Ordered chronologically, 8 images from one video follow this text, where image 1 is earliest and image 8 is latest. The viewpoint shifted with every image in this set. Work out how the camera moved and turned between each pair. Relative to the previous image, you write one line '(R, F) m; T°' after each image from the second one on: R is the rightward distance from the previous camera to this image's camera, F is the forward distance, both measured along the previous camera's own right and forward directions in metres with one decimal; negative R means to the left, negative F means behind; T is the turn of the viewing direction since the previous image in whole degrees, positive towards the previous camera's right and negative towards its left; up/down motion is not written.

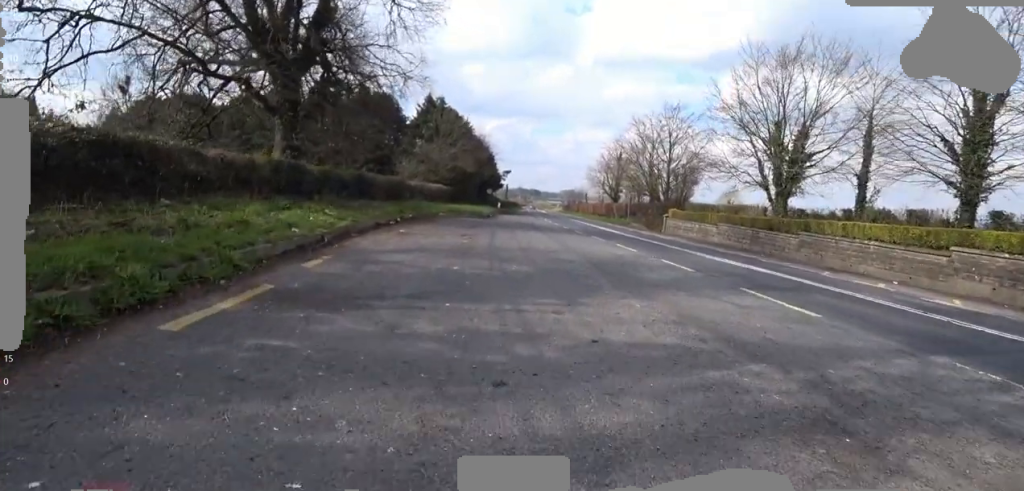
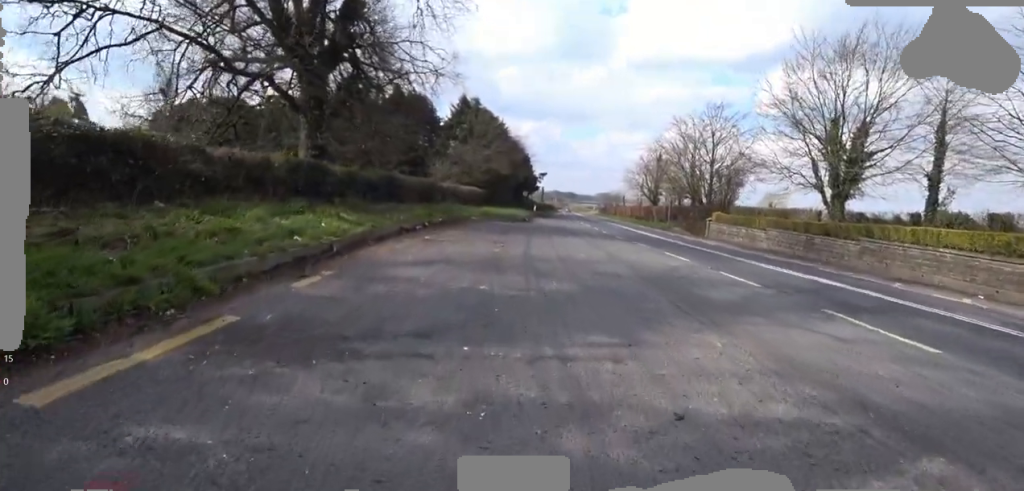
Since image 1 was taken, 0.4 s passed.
(+0.1, +1.4) m; +2°
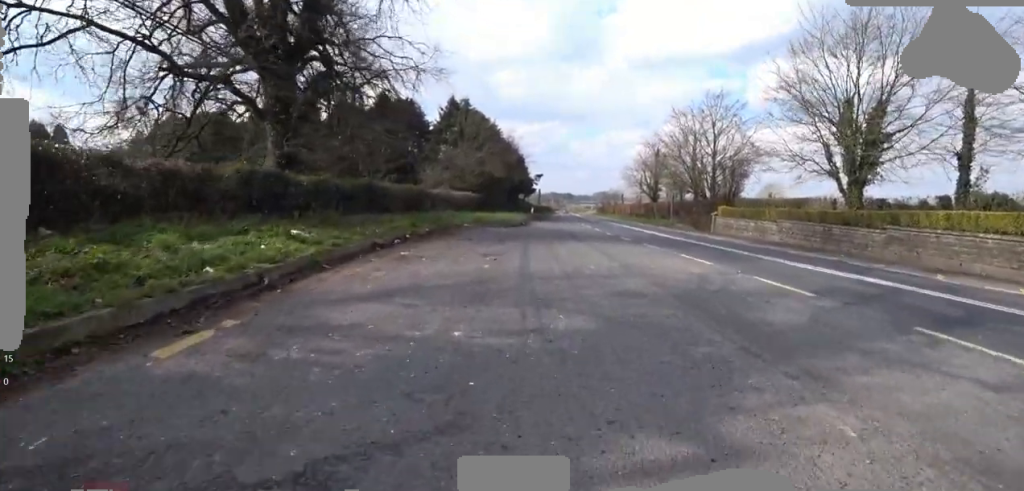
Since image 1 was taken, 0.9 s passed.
(0.0, +1.7) m; +2°
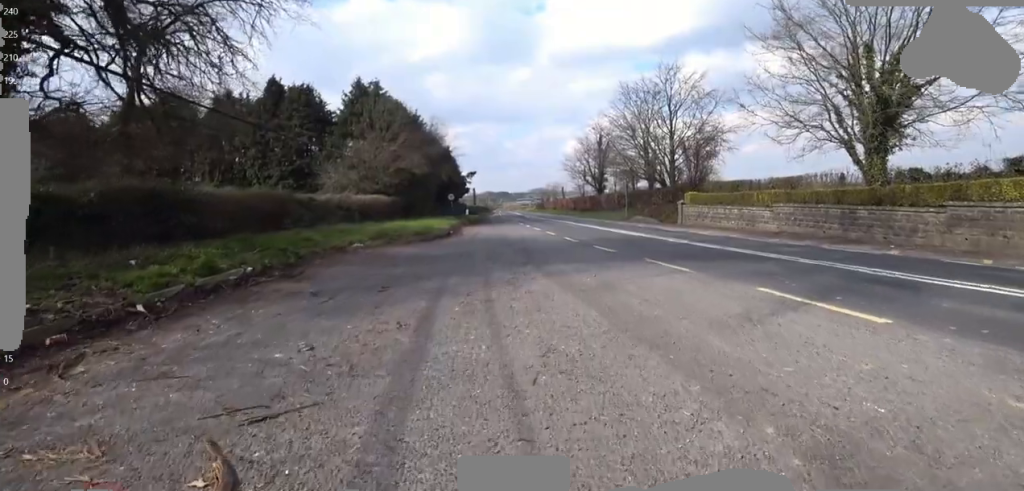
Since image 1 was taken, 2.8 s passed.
(+0.1, +7.2) m; +2°
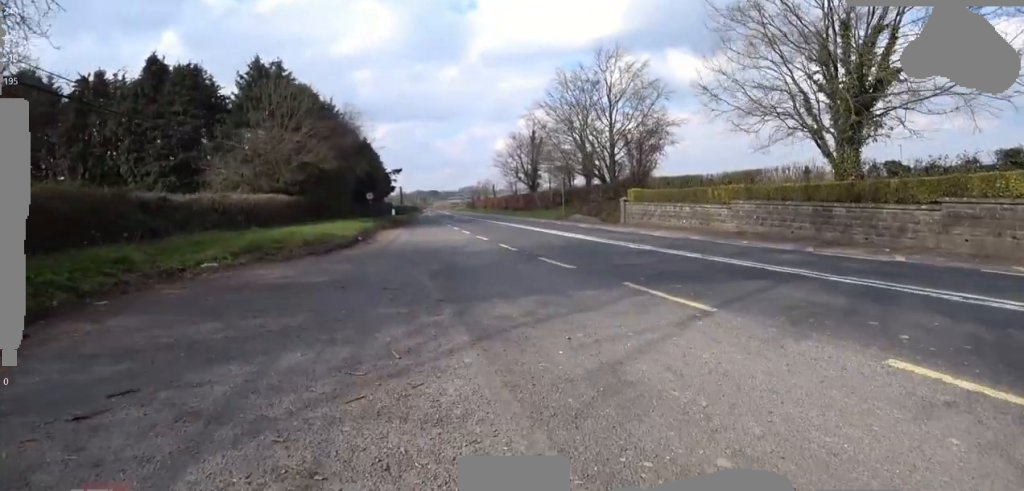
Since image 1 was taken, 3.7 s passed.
(0.0, +3.6) m; 0°
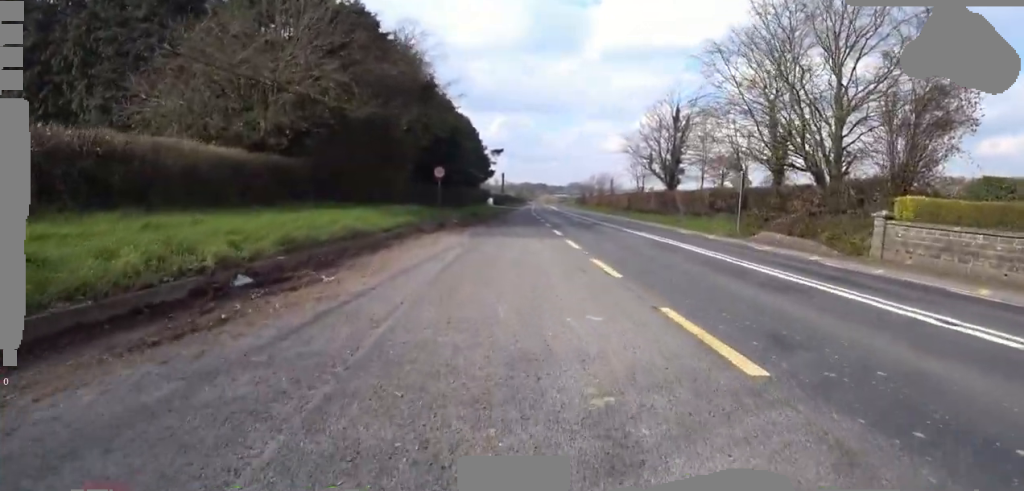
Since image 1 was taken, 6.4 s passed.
(-0.6, +13.2) m; -5°
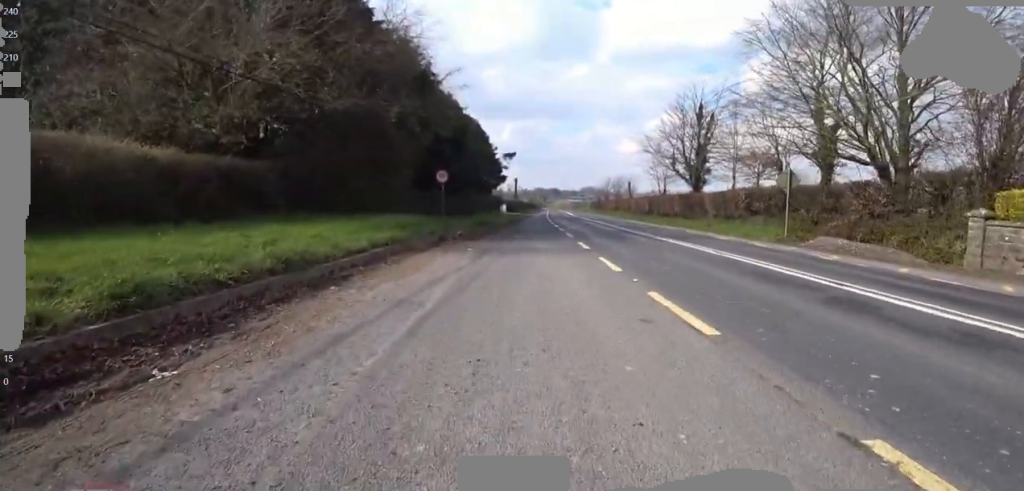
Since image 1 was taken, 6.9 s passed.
(0.0, +2.9) m; -1°
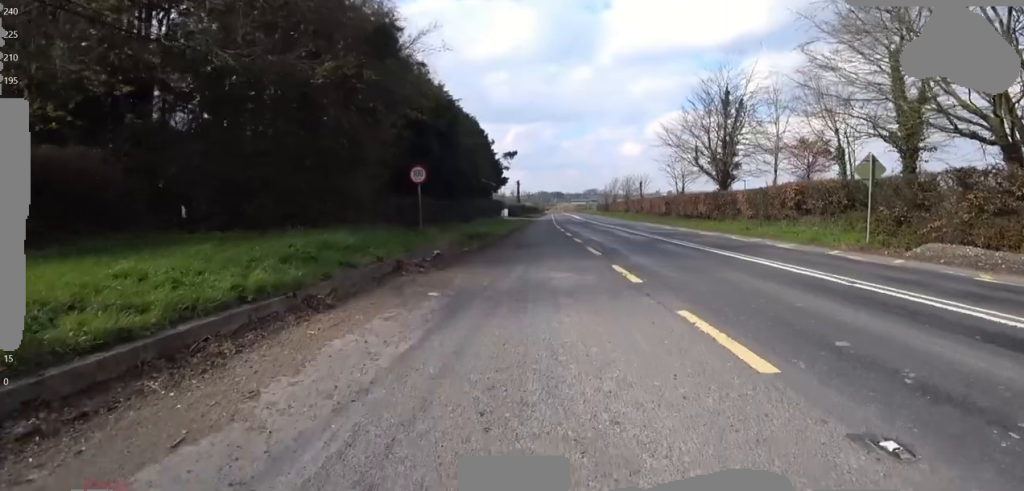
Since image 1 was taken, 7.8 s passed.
(0.0, +4.9) m; -2°
